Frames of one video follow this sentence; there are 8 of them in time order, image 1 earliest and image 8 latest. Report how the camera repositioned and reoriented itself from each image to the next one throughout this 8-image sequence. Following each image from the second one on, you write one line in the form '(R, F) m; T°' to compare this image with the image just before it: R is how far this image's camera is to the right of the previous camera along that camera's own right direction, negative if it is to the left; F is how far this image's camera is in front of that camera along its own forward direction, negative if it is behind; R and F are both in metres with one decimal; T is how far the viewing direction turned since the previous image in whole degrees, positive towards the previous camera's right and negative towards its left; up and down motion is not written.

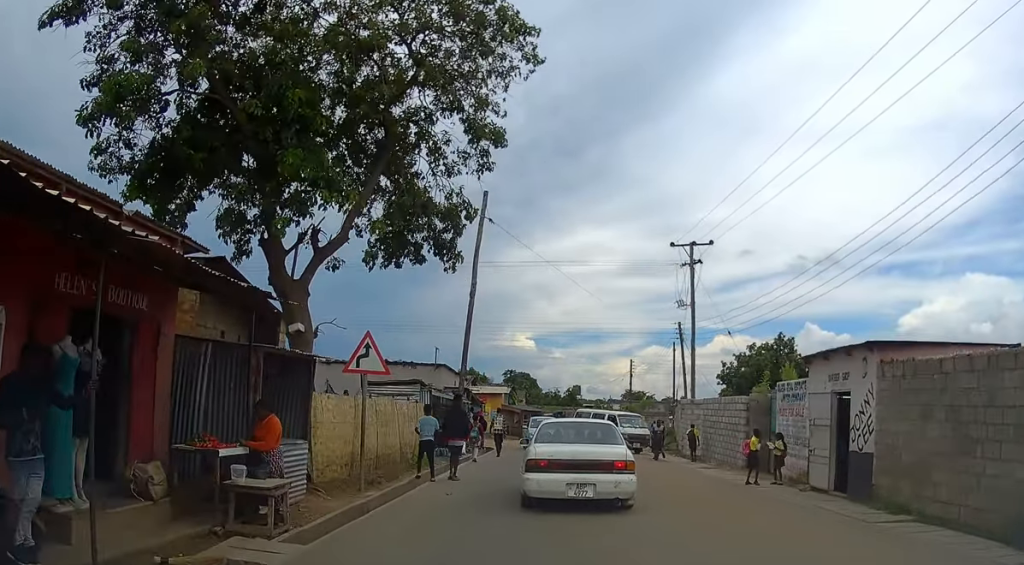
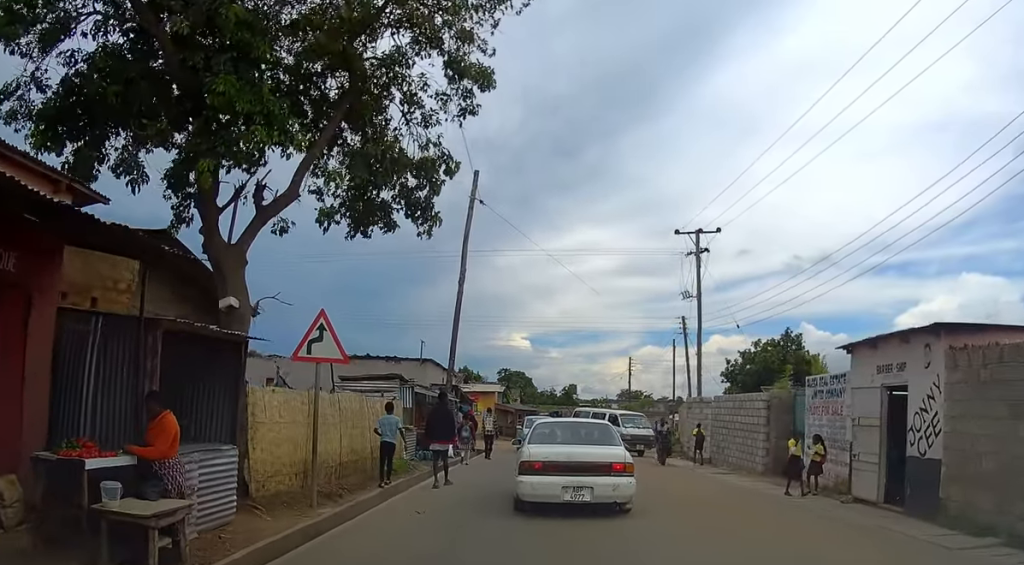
(0.0, +2.4) m; 0°
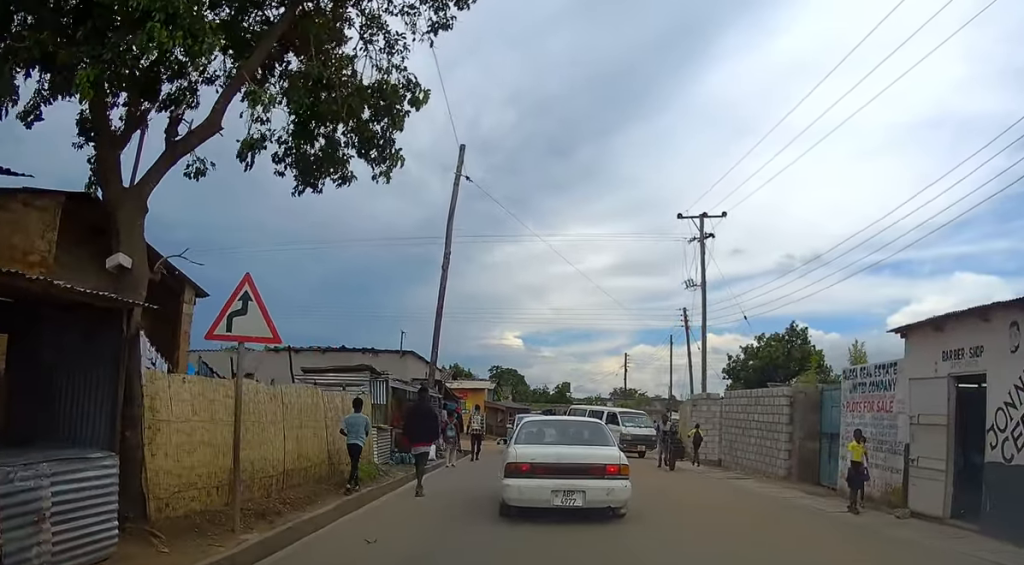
(0.0, +2.4) m; +1°
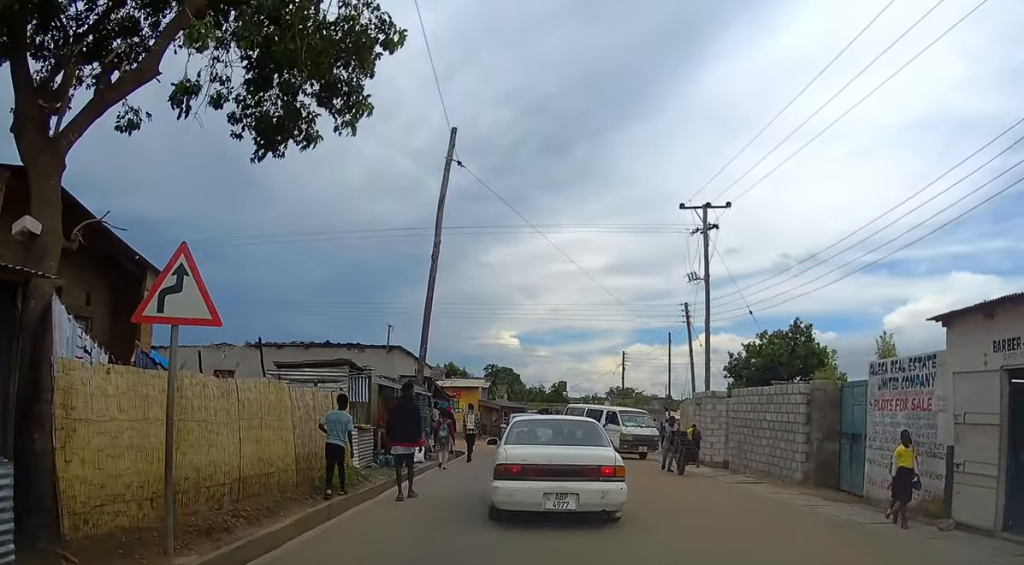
(0.0, +1.5) m; 0°
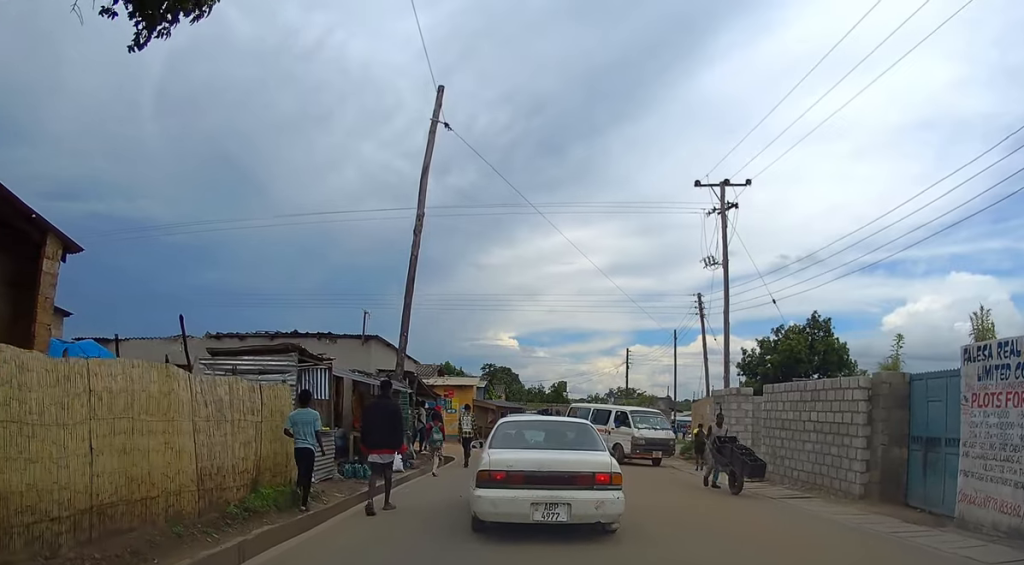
(0.0, +3.5) m; -1°
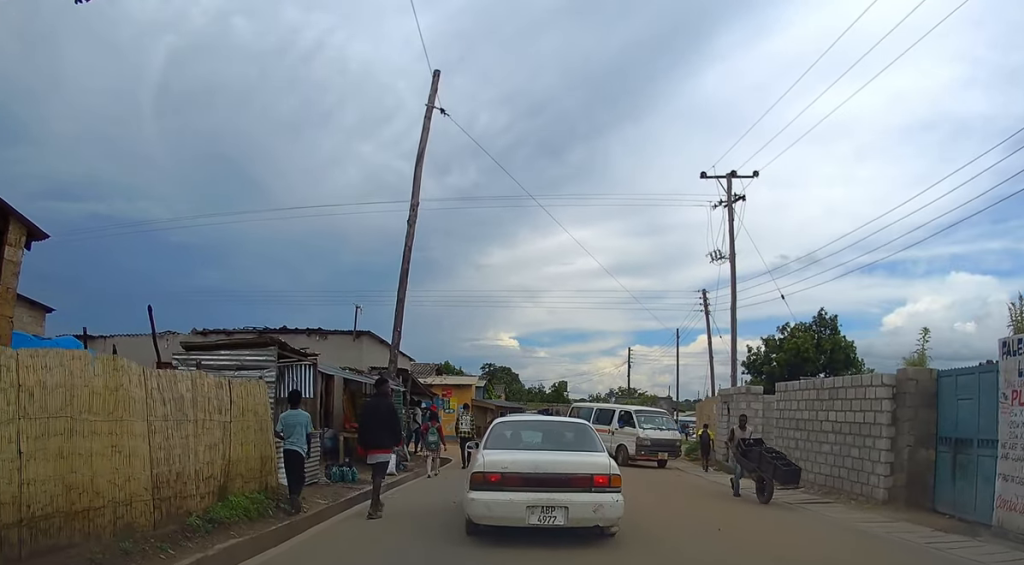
(-0.1, +1.0) m; 0°
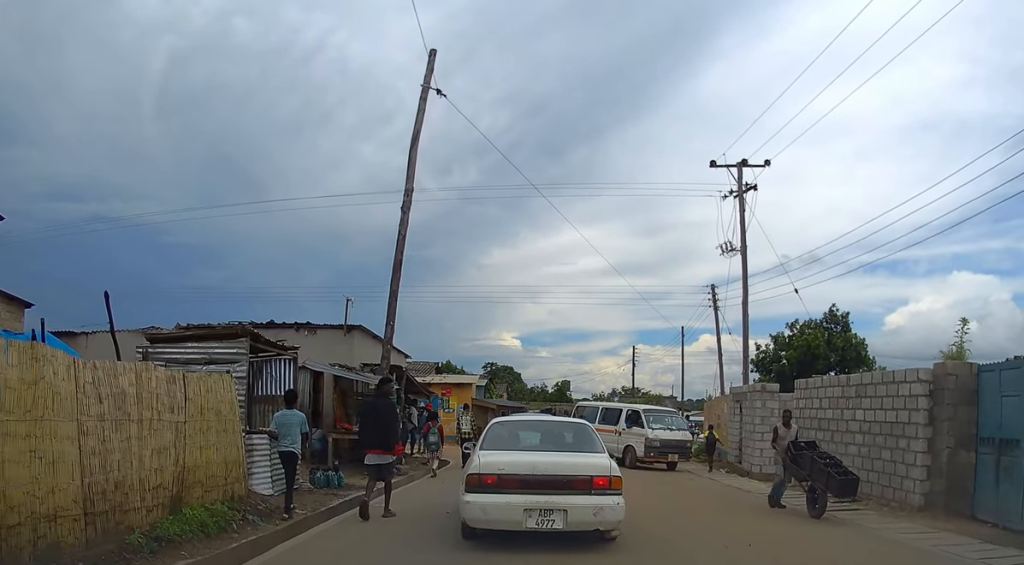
(0.0, +1.3) m; +1°
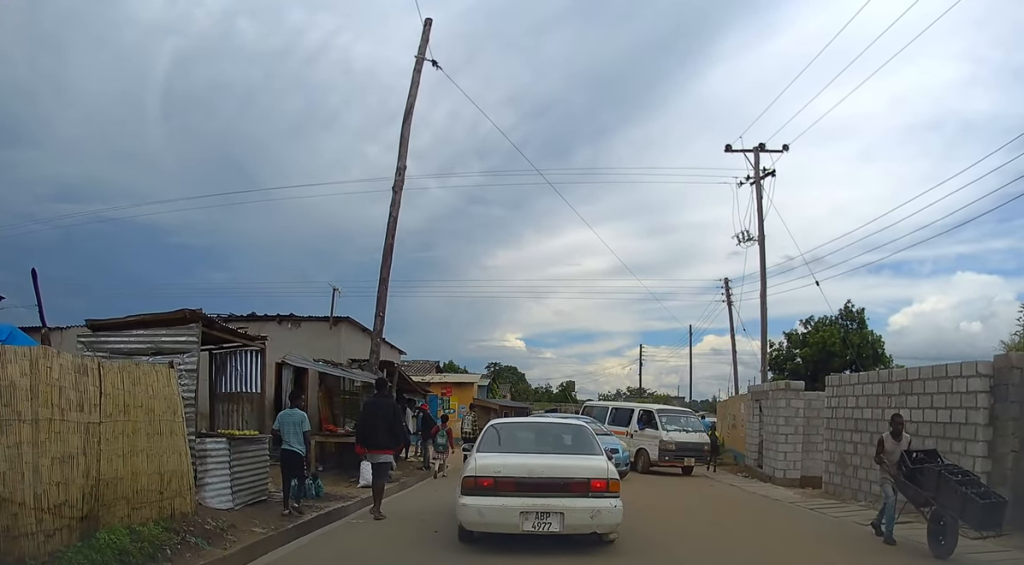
(+0.1, +2.0) m; +2°
